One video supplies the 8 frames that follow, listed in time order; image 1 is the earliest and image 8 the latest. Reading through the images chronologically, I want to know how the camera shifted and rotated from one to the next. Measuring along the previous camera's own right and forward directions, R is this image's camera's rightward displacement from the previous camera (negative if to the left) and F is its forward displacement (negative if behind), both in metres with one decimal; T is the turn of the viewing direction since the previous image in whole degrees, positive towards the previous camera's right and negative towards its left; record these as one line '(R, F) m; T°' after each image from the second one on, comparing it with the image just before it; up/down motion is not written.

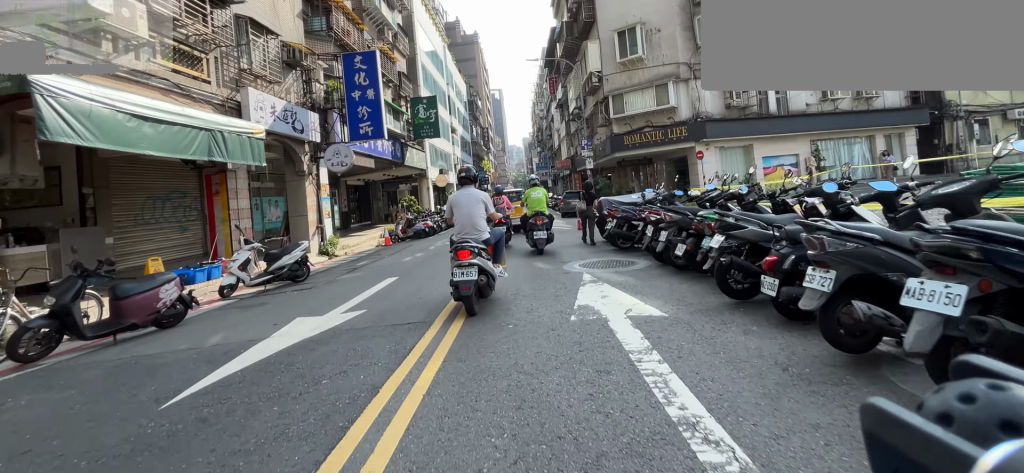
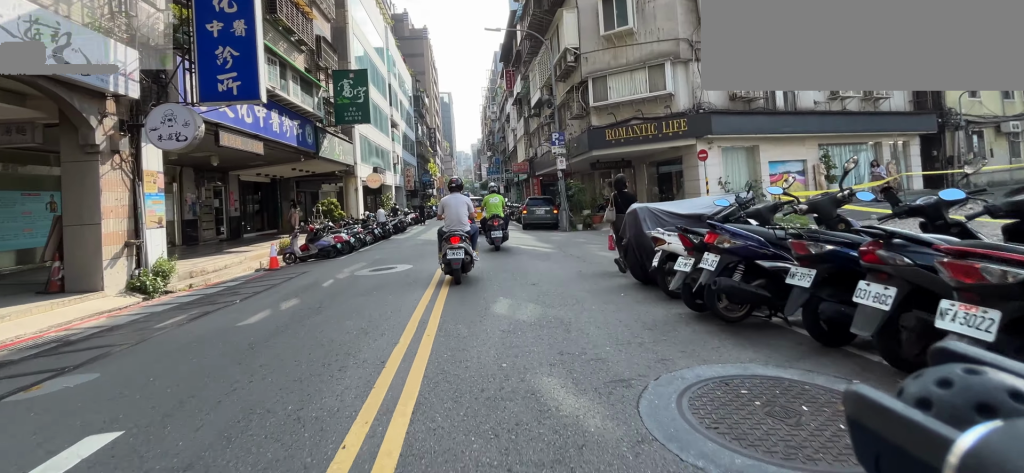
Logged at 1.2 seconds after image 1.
(+0.3, +5.4) m; +3°
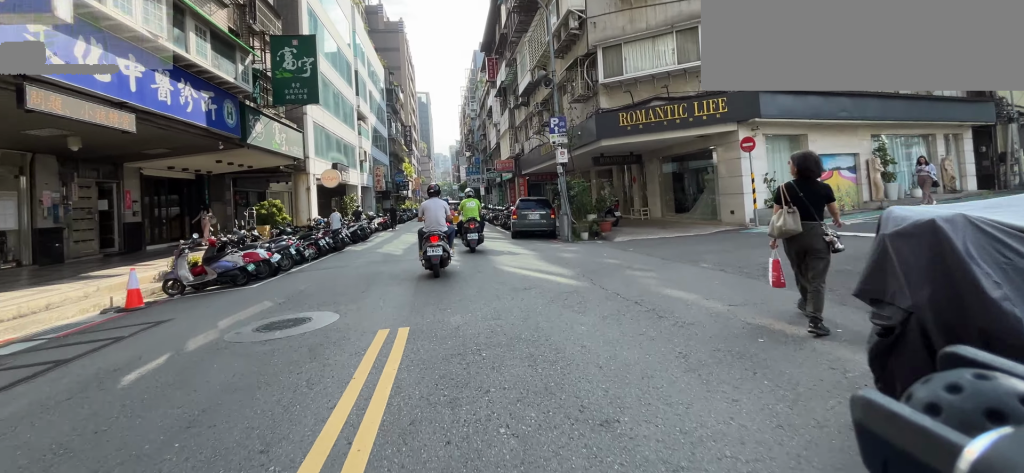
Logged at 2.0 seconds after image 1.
(0.0, +3.9) m; 0°
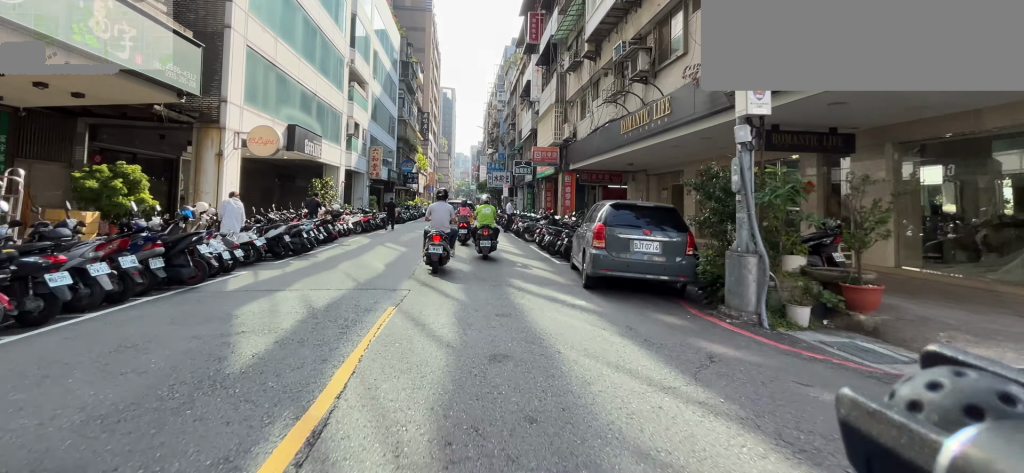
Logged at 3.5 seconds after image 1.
(0.0, +7.8) m; 0°
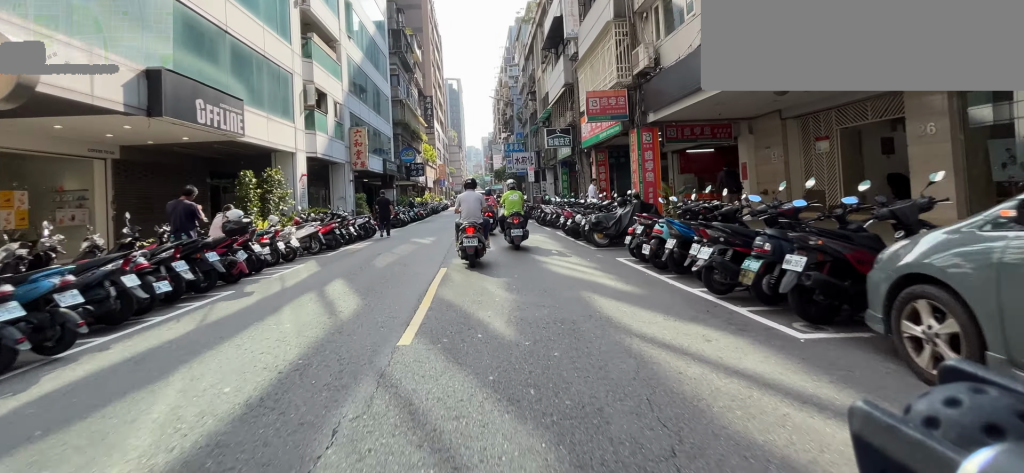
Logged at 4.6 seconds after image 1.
(0.0, +5.8) m; 0°
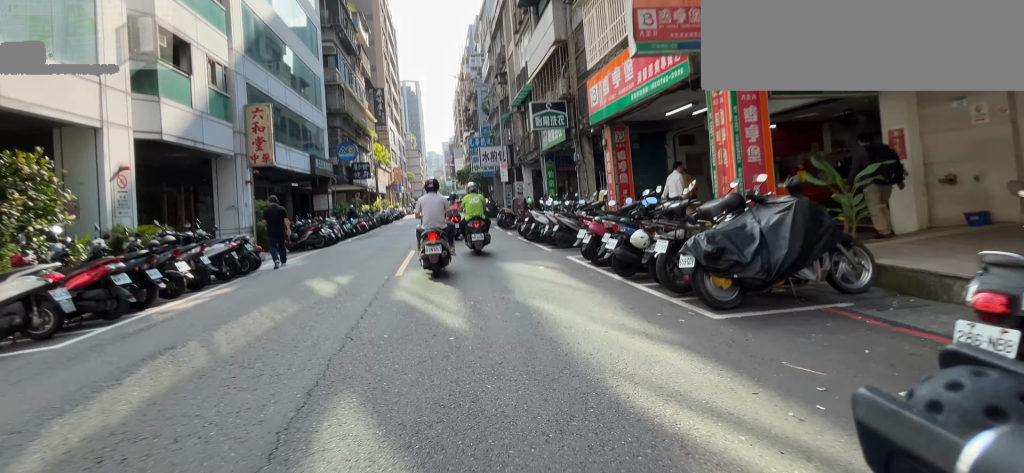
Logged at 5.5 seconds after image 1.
(0.0, +4.8) m; 0°
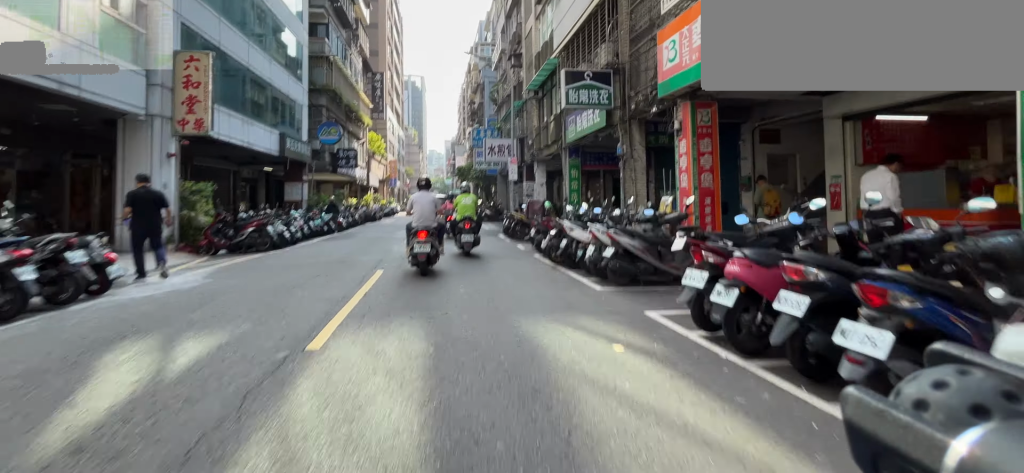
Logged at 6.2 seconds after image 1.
(0.0, +3.5) m; -1°
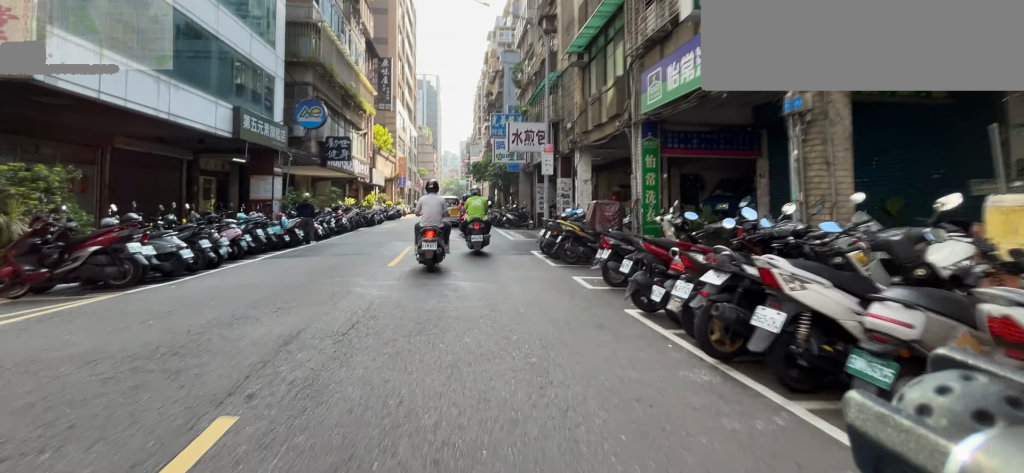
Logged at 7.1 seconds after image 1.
(-0.1, +5.1) m; -1°
